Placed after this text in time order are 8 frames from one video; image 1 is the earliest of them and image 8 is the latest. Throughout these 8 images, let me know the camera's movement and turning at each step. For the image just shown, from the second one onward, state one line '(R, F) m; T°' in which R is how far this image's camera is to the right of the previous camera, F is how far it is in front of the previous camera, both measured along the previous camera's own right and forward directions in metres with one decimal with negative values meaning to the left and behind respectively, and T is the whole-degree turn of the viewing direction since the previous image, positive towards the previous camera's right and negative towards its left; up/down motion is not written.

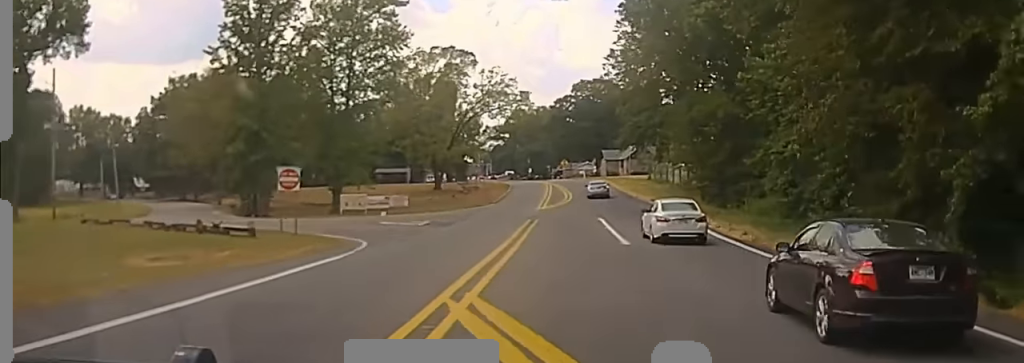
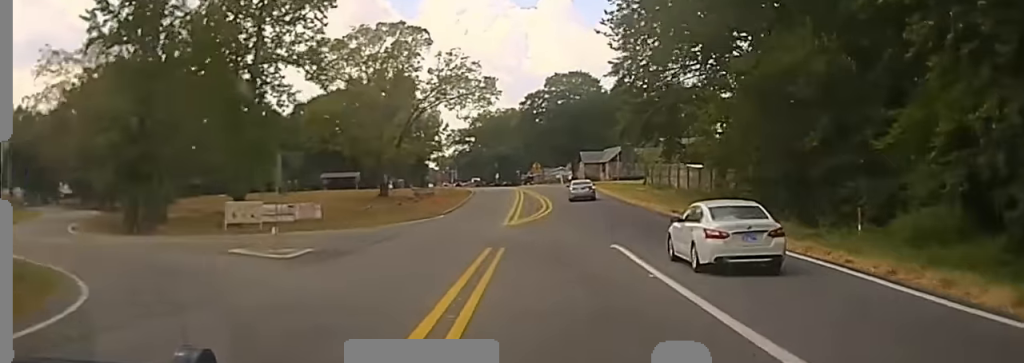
(+1.7, +20.6) m; +4°
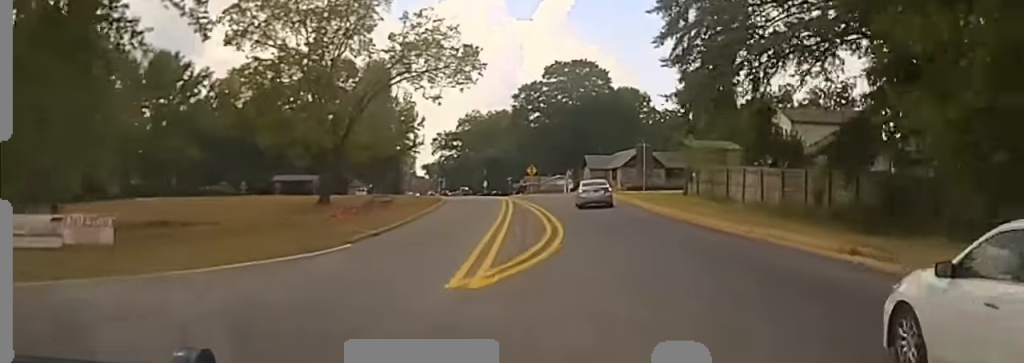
(+0.1, +21.8) m; 0°
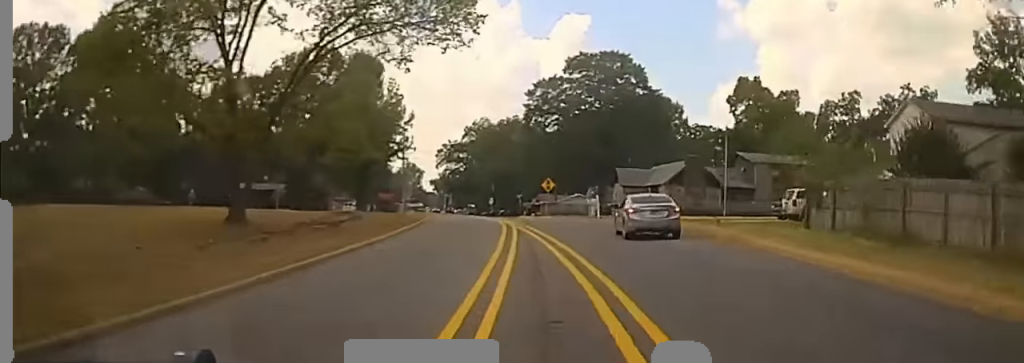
(0.0, +24.6) m; 0°
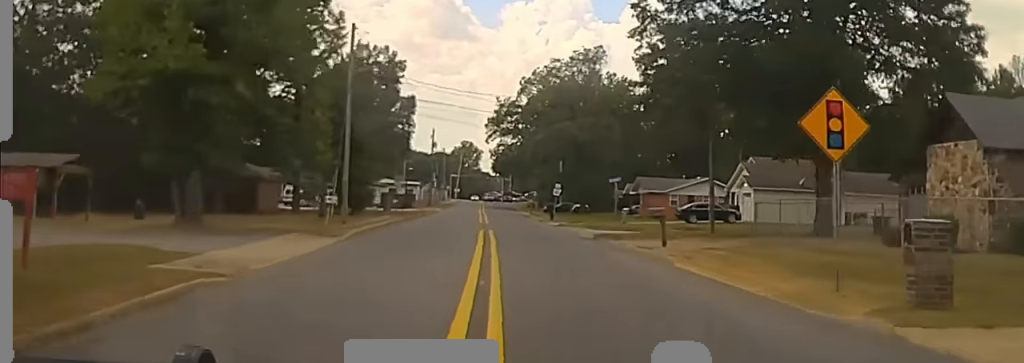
(+0.9, +58.3) m; -1°
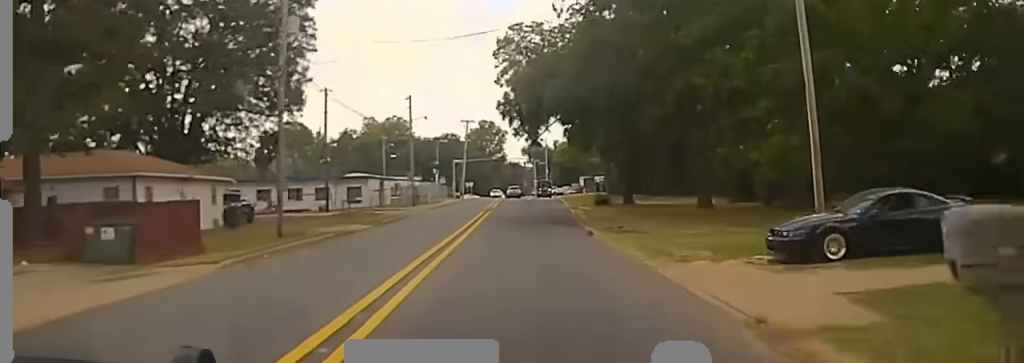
(-4.5, +85.4) m; -3°
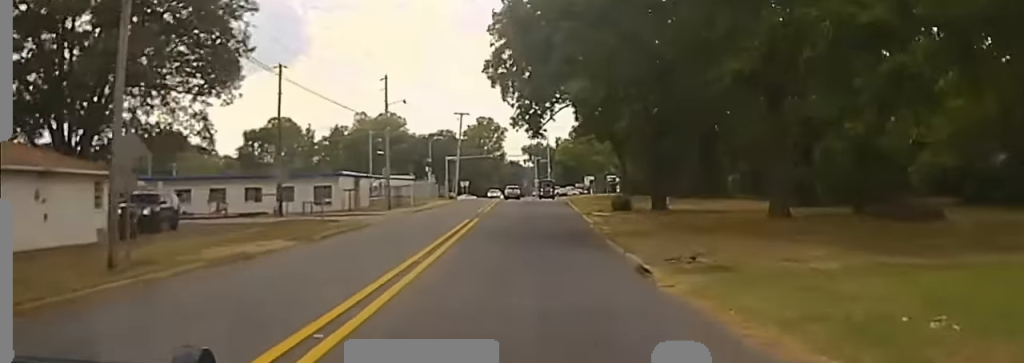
(0.0, +15.0) m; 0°
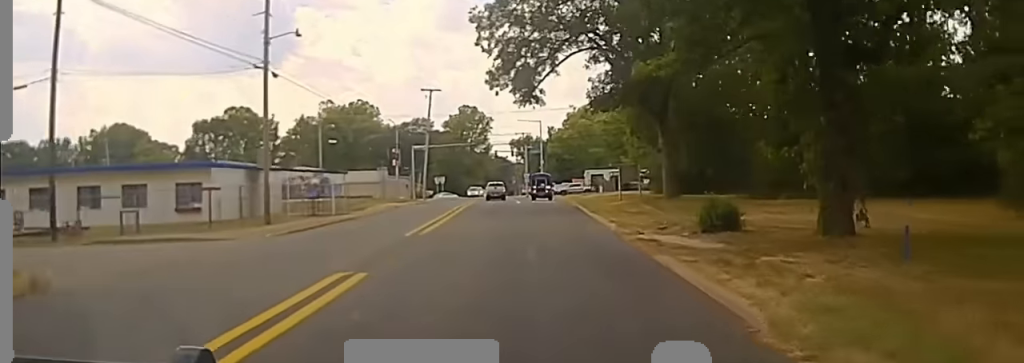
(0.0, +29.9) m; 0°
